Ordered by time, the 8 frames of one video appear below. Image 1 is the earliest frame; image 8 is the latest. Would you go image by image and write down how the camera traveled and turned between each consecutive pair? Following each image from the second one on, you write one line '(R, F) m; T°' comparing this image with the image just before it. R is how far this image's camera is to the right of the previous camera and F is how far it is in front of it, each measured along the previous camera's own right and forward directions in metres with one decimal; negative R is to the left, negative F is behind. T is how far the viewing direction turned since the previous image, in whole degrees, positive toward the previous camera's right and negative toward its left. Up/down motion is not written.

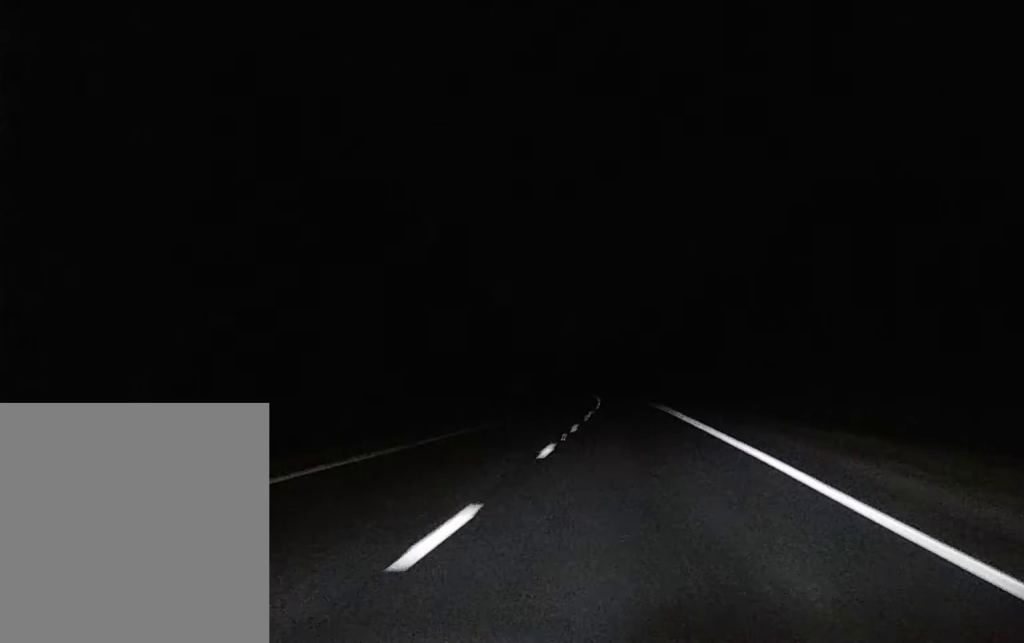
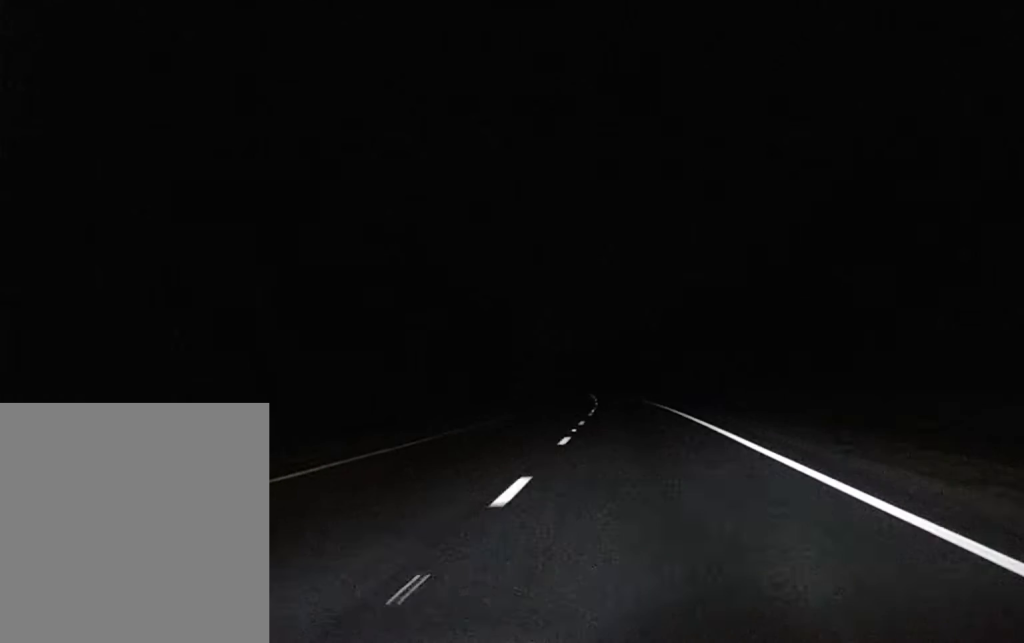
(-0.1, +22.5) m; 0°
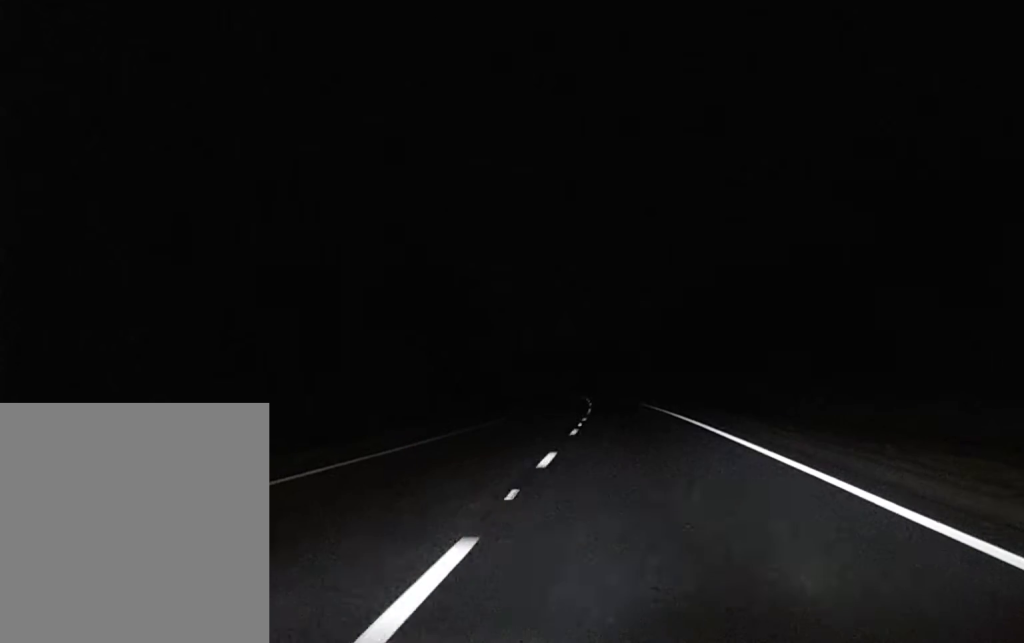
(0.0, +15.8) m; 0°
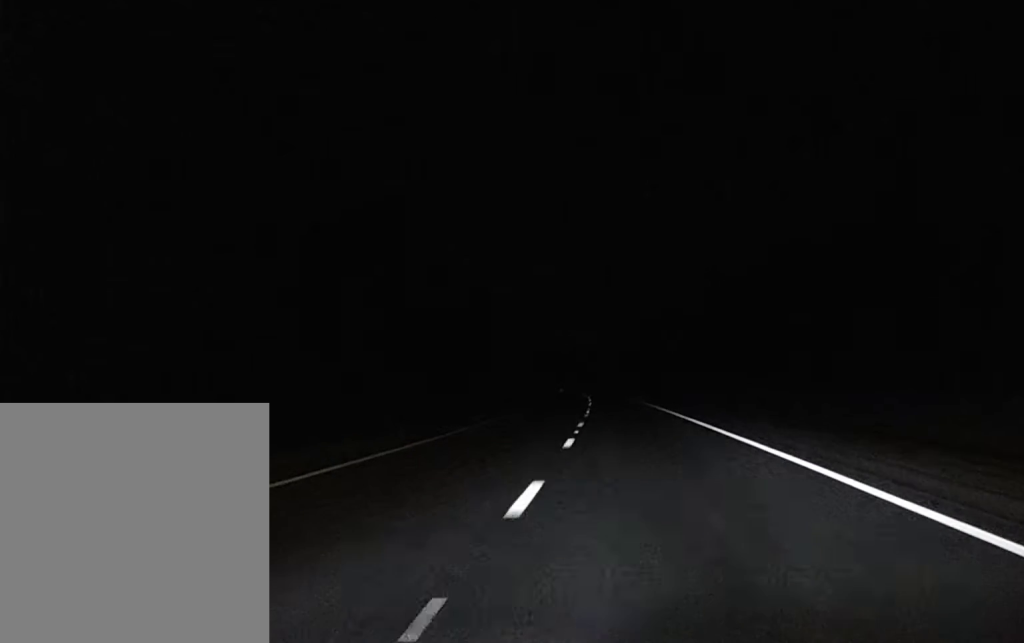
(0.0, +26.2) m; 0°
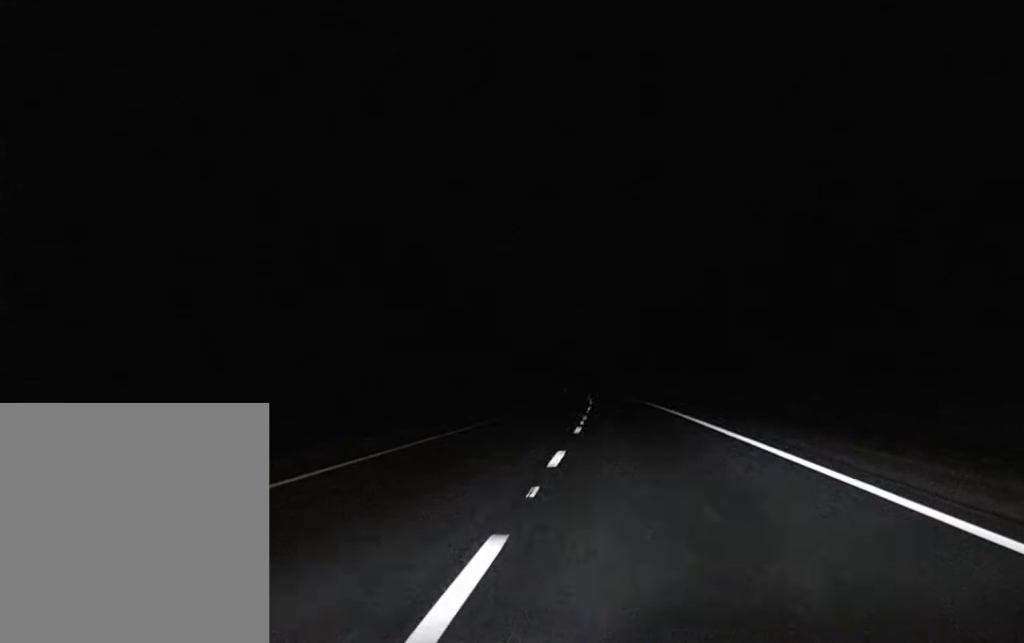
(-0.1, +12.7) m; 0°
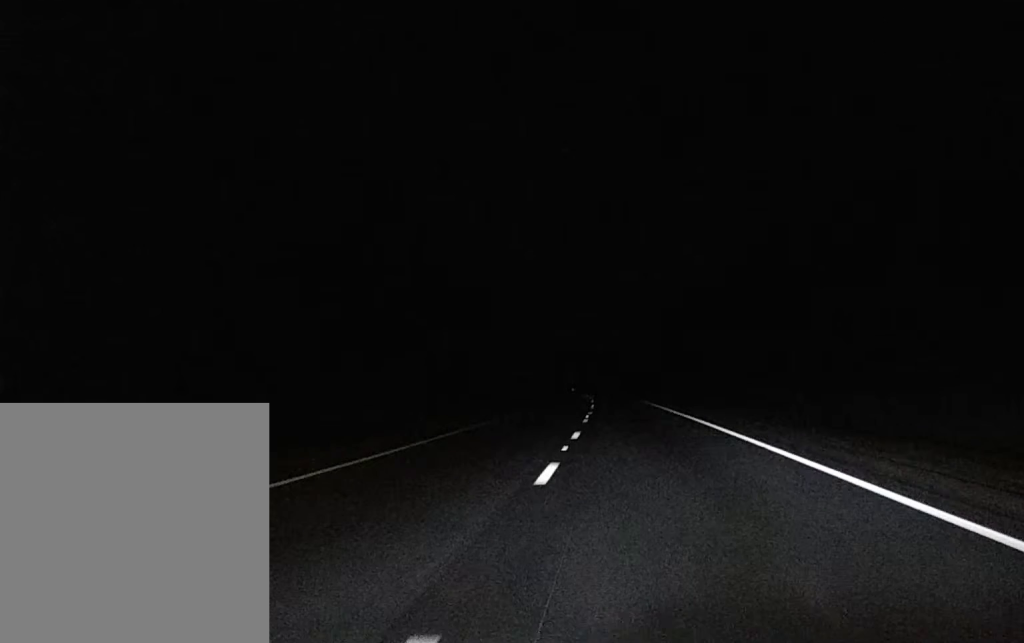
(-0.2, +30.6) m; -1°
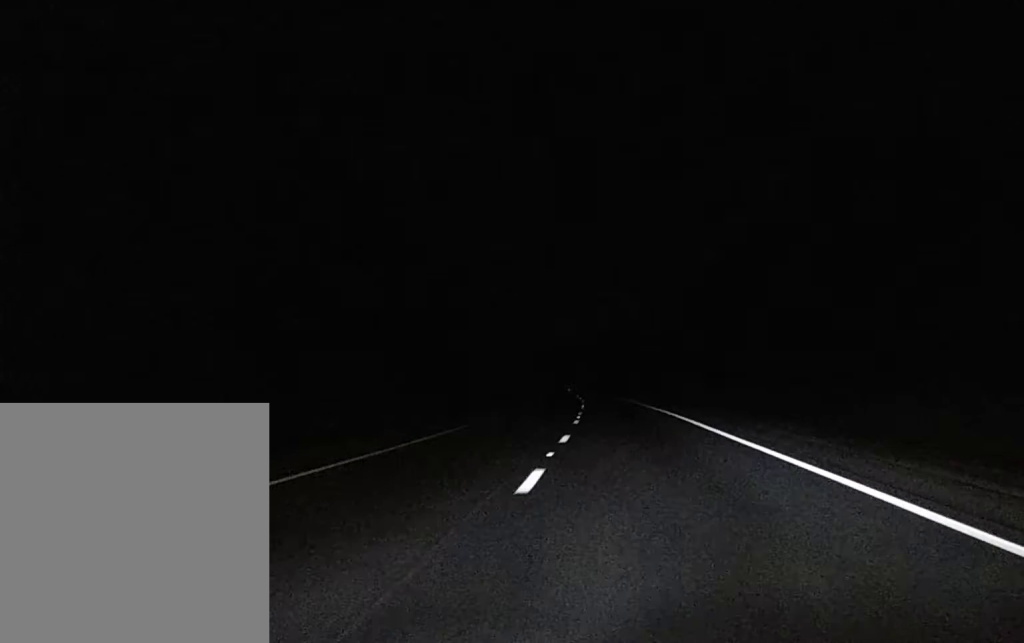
(0.0, +21.3) m; 0°
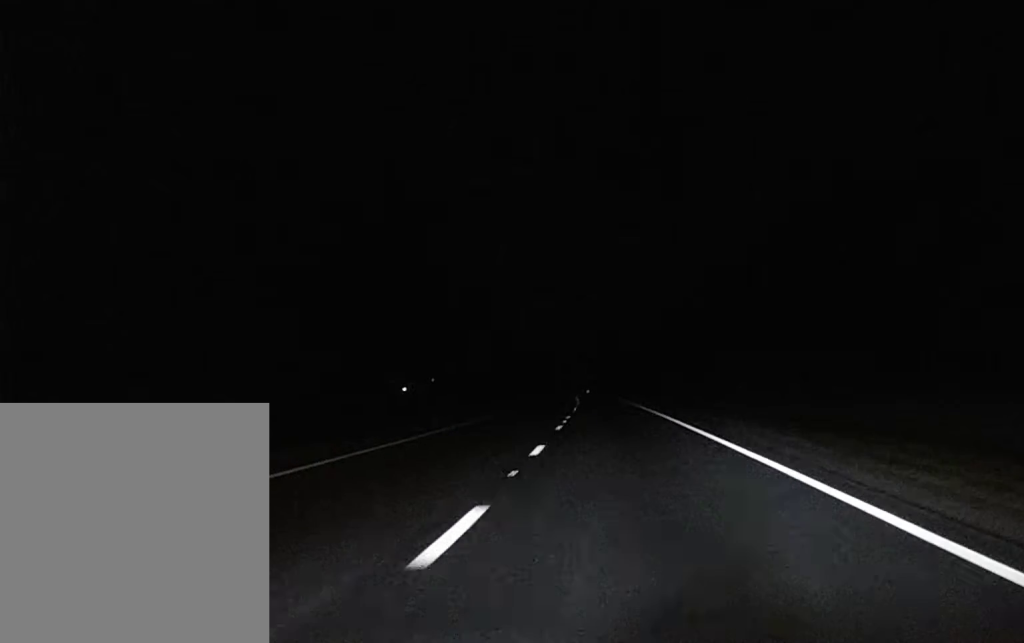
(0.0, +71.0) m; 0°
